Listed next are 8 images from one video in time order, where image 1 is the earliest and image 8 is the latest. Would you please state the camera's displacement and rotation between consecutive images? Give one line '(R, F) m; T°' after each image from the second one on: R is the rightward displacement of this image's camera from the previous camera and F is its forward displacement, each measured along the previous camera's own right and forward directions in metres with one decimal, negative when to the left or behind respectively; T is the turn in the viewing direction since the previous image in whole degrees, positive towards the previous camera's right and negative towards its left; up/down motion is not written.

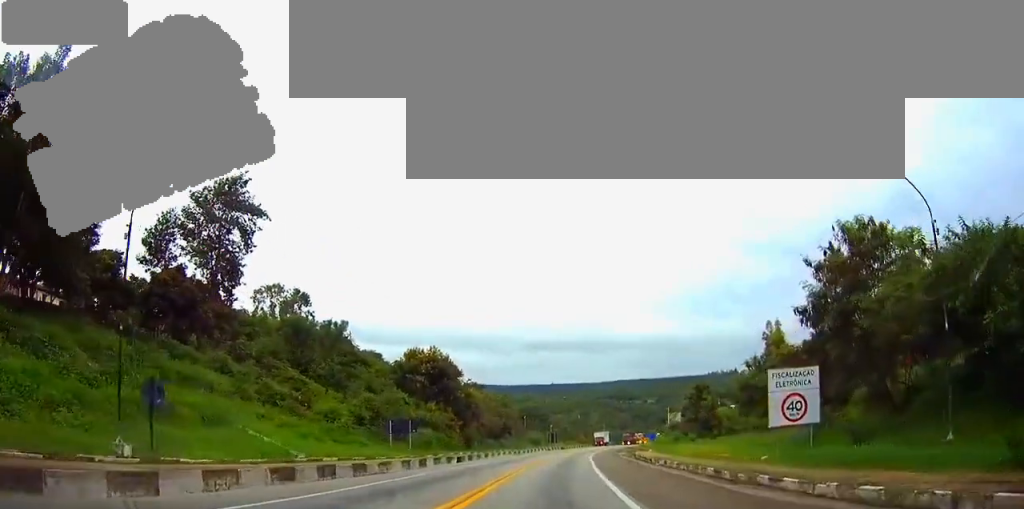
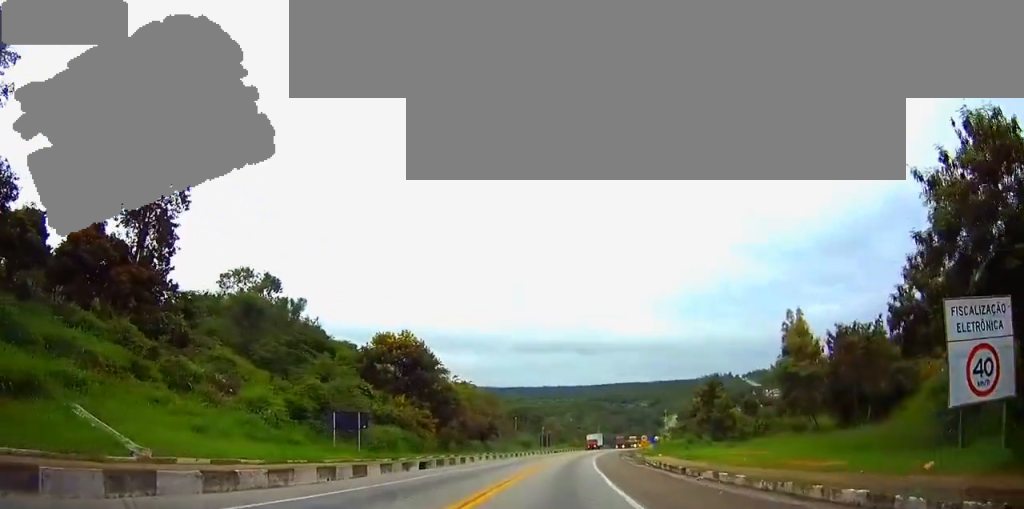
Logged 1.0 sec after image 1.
(+0.1, +12.2) m; +1°
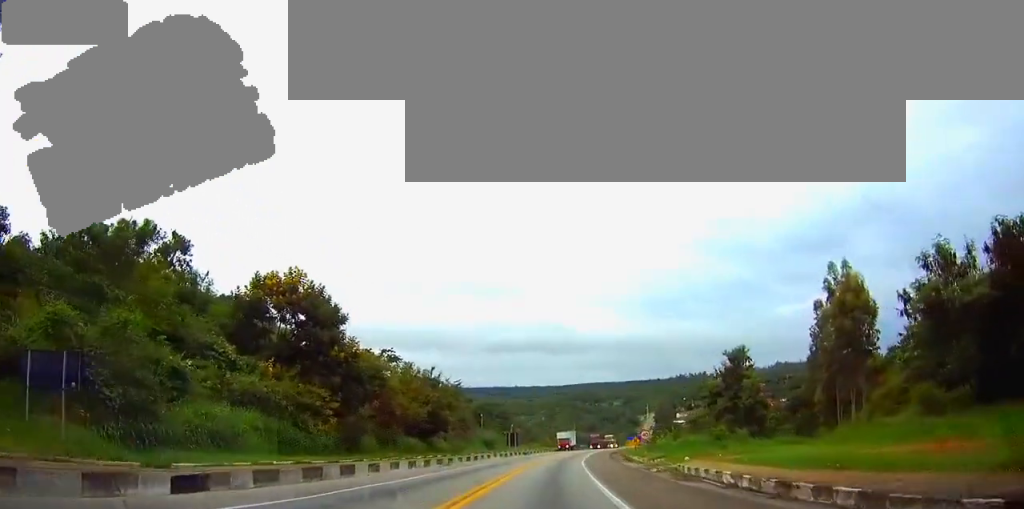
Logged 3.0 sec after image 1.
(+0.5, +24.3) m; +2°
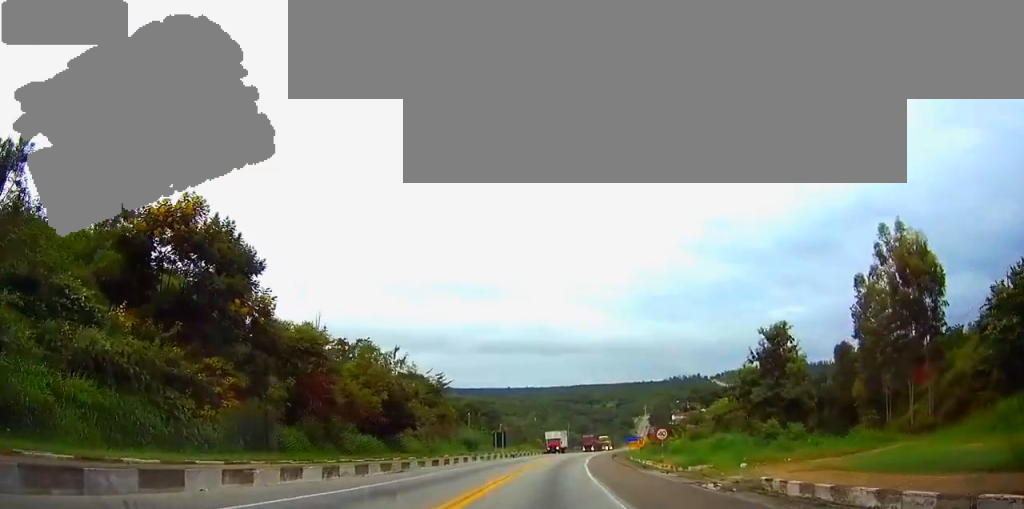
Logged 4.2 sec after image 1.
(+0.1, +14.0) m; 0°
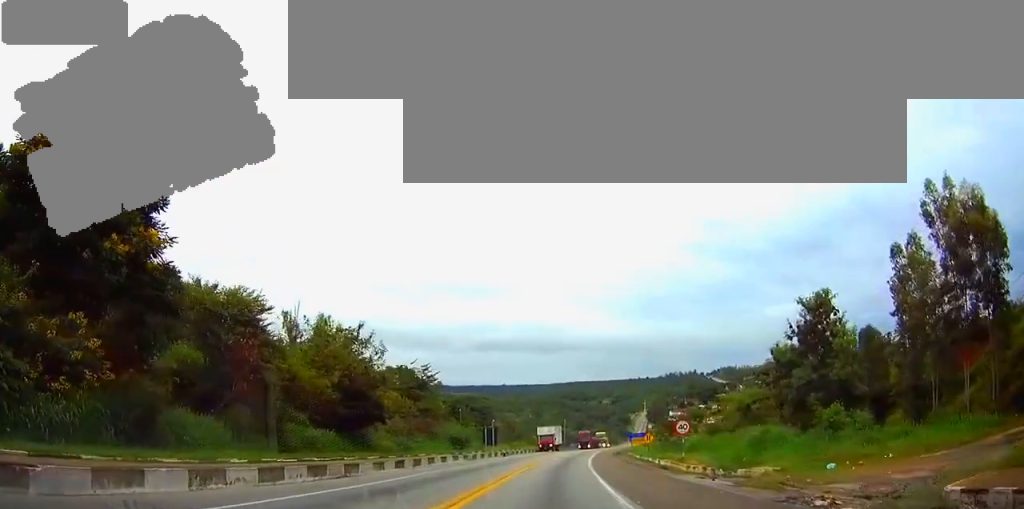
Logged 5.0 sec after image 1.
(0.0, +9.8) m; 0°
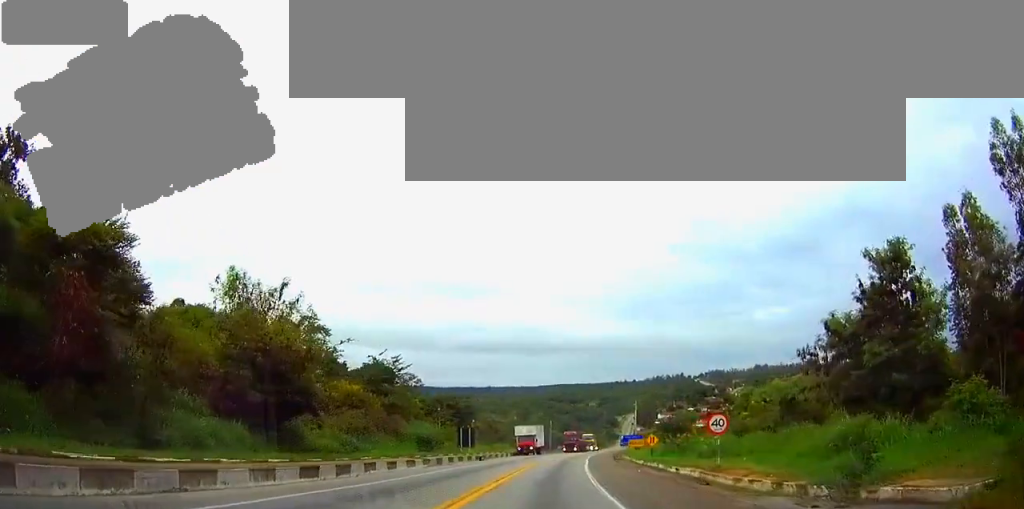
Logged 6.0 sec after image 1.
(+0.1, +12.2) m; +1°
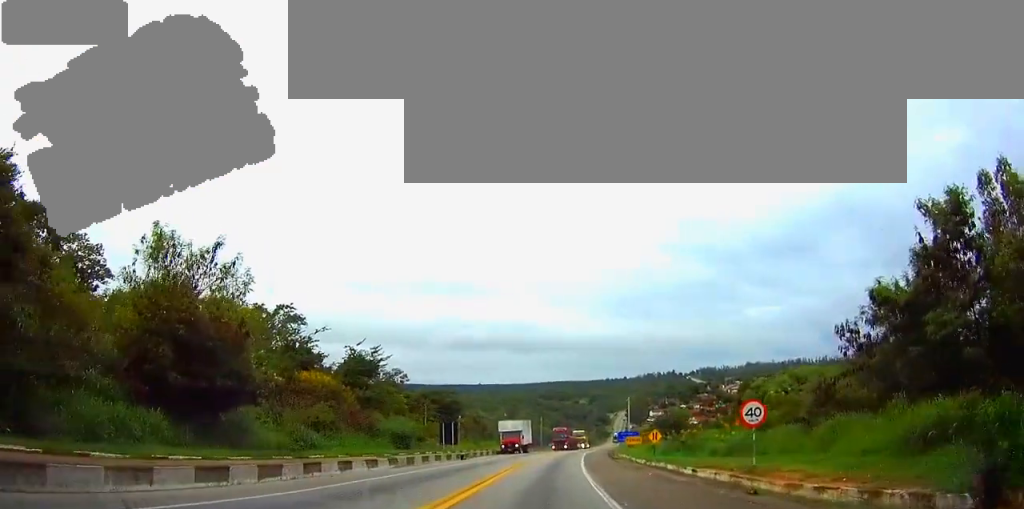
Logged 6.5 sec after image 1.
(0.0, +6.9) m; +1°
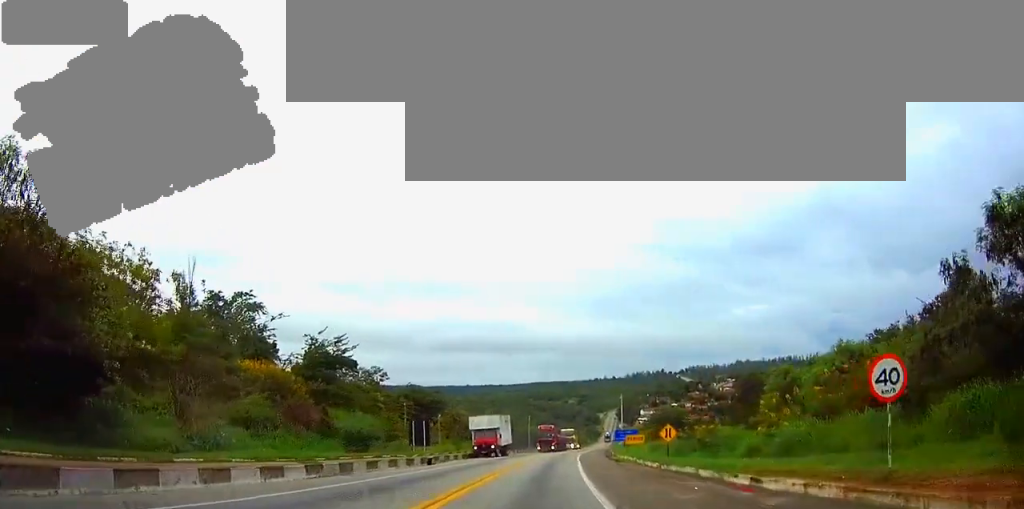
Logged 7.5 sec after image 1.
(+0.1, +11.3) m; 0°
